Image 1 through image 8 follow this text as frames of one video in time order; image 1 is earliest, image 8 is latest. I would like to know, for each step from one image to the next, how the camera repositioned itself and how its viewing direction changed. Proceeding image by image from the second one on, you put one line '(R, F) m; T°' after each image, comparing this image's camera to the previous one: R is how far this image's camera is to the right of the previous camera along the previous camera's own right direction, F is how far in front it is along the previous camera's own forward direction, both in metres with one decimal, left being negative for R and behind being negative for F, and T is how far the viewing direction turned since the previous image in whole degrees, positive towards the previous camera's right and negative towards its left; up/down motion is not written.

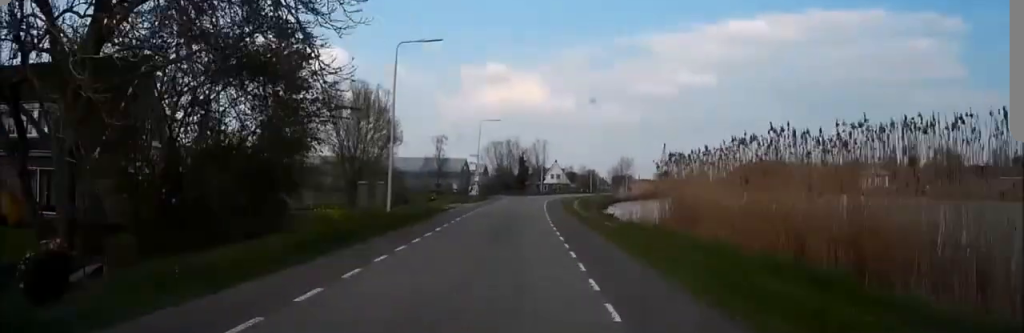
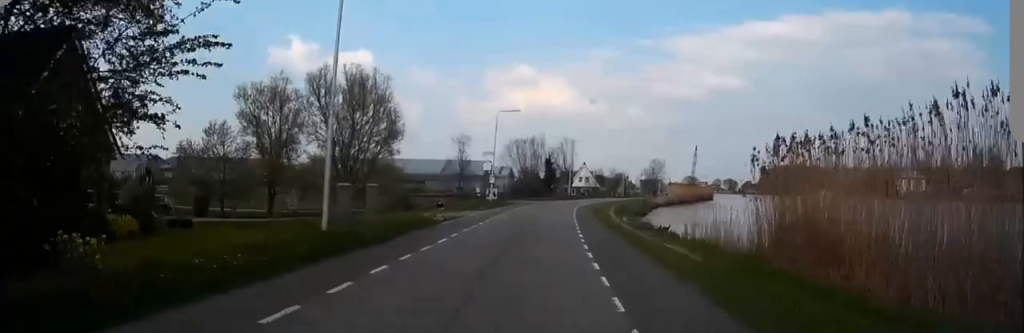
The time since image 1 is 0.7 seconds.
(-0.3, +9.3) m; -2°
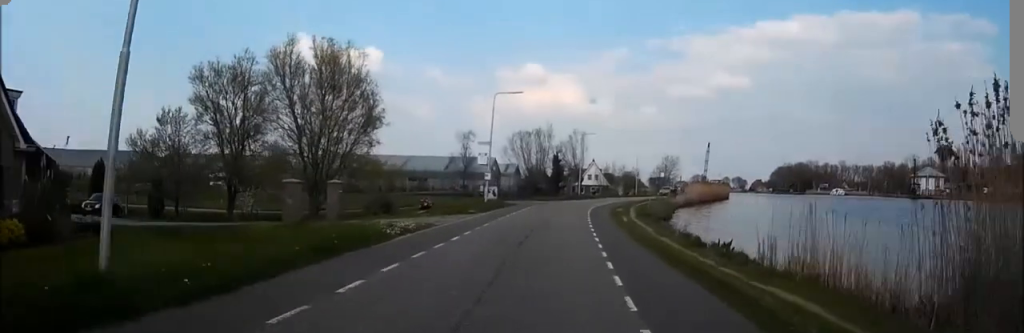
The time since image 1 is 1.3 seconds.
(-0.2, +8.1) m; -1°
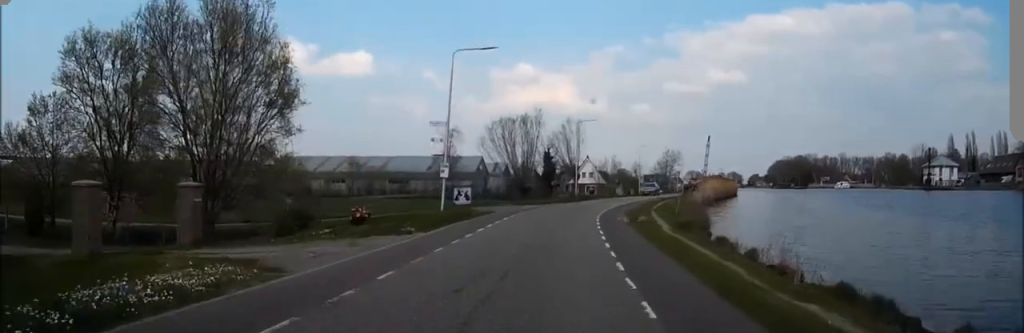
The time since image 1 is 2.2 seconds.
(-0.1, +12.7) m; 0°
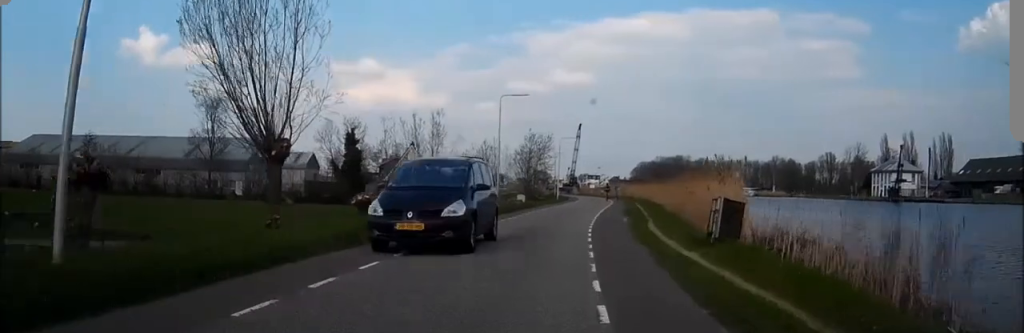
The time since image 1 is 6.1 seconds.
(+4.4, +51.4) m; +11°
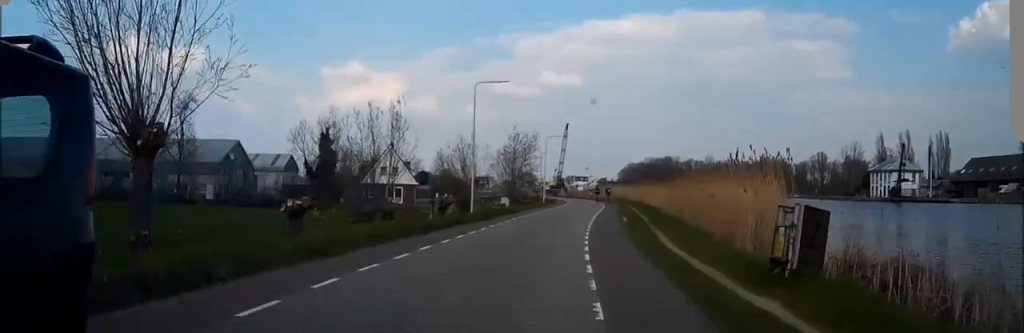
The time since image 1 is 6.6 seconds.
(+0.1, +5.8) m; +1°
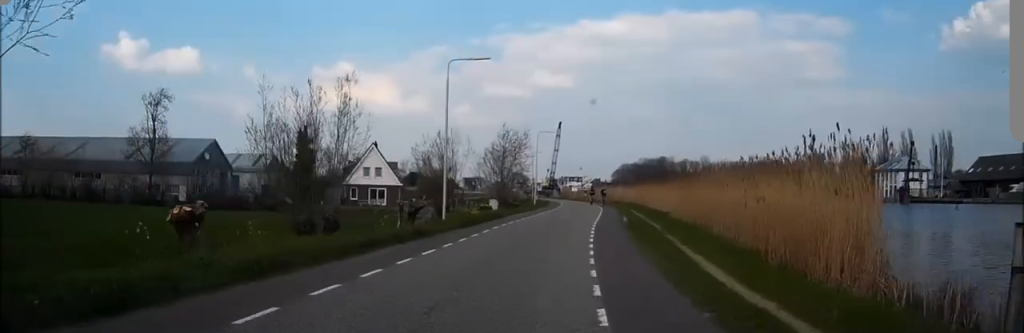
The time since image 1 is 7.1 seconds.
(+0.1, +6.2) m; +1°
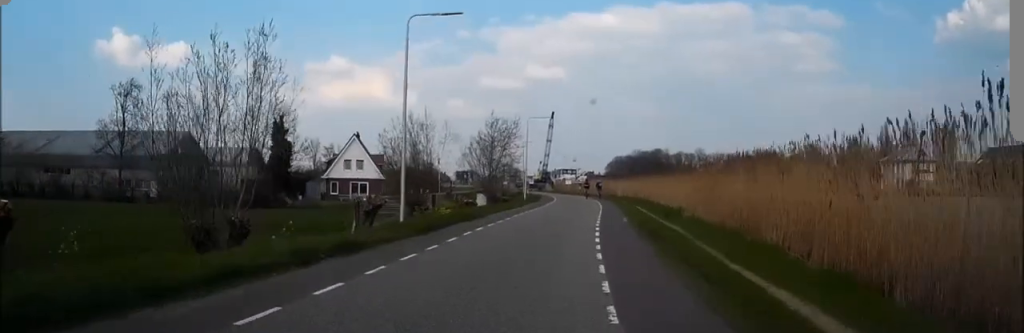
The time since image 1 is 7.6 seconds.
(+0.1, +6.1) m; +1°
